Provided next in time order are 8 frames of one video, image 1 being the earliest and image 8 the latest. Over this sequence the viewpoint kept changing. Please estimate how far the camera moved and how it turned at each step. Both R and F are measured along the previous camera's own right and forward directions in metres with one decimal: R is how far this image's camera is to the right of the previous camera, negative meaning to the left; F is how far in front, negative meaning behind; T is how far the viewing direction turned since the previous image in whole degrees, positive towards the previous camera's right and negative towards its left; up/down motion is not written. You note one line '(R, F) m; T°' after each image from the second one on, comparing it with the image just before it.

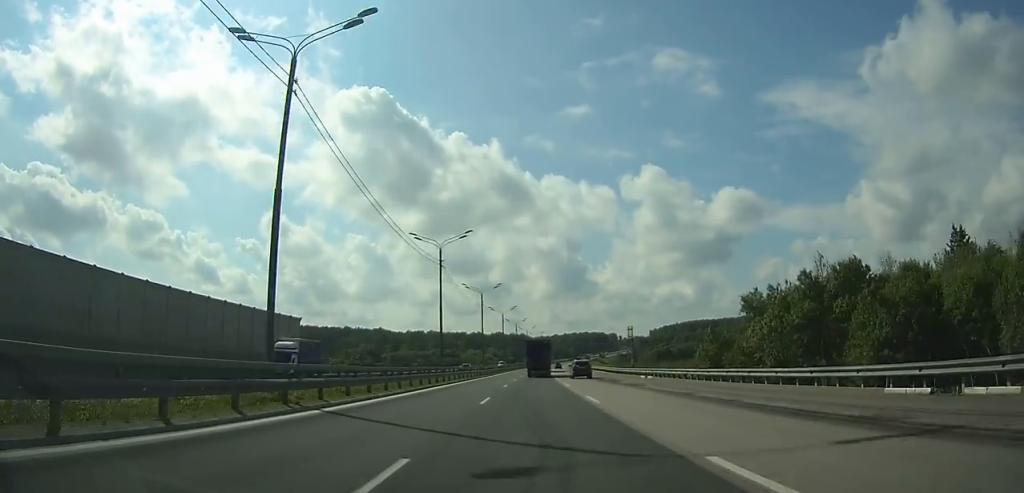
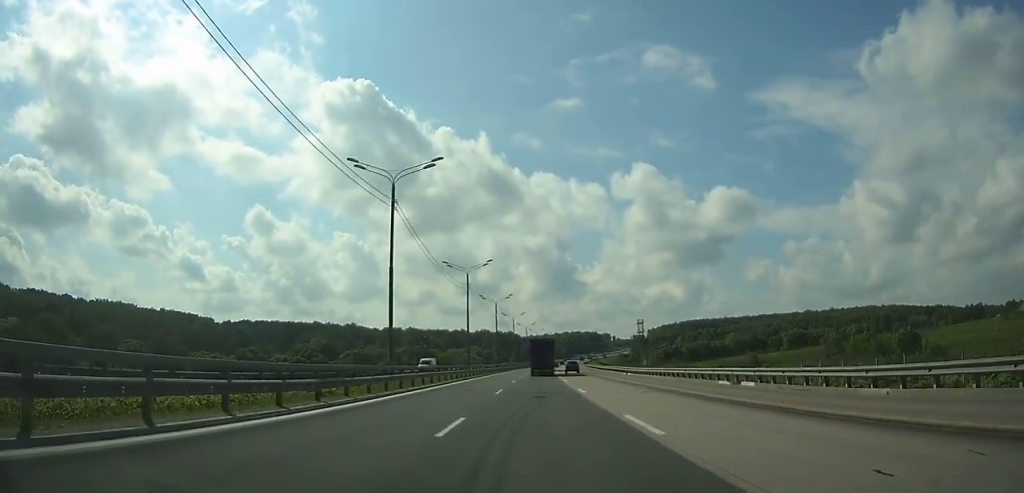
(+0.7, +57.8) m; +1°
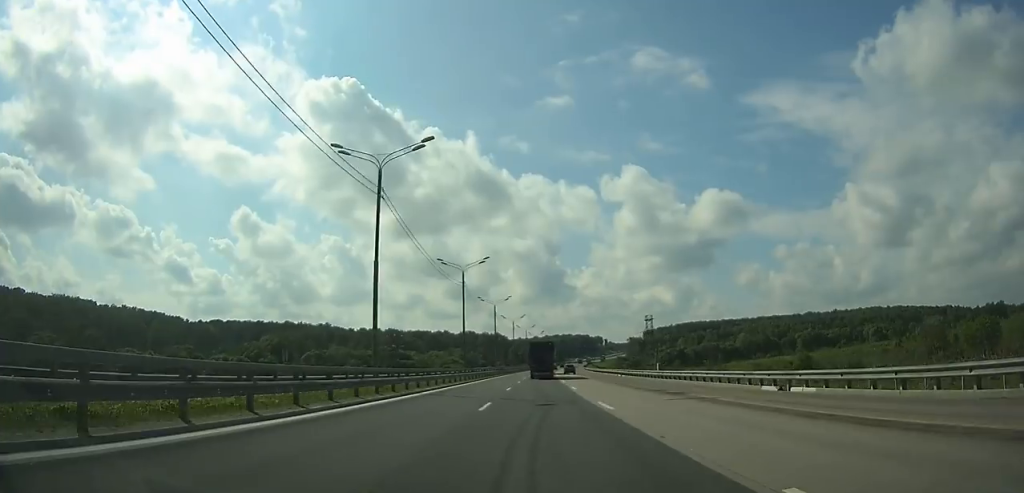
(+0.3, +41.0) m; +1°
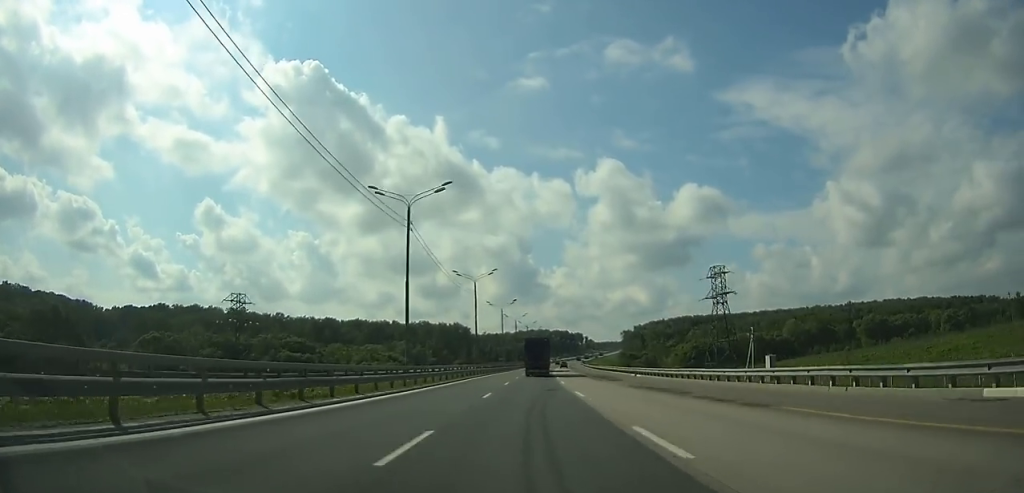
(+2.8, +106.6) m; +3°
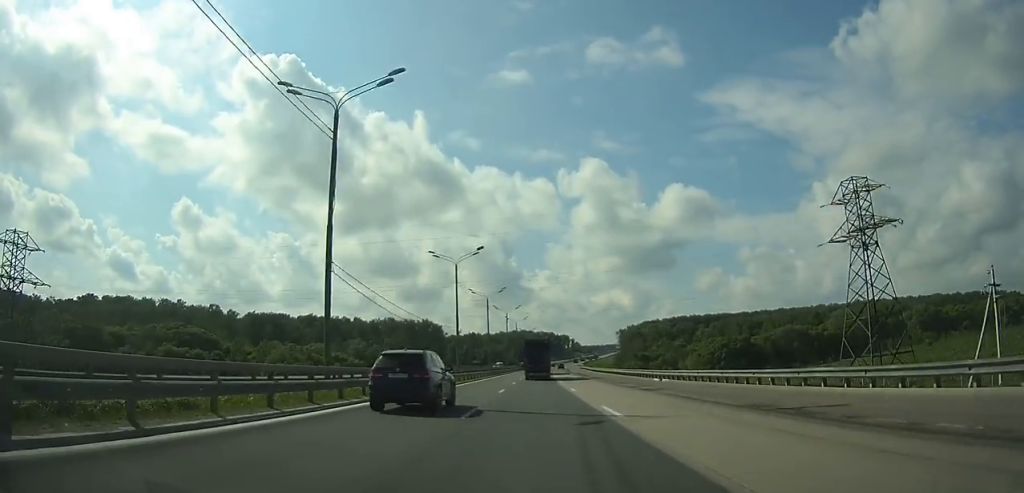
(+0.7, +55.8) m; +1°
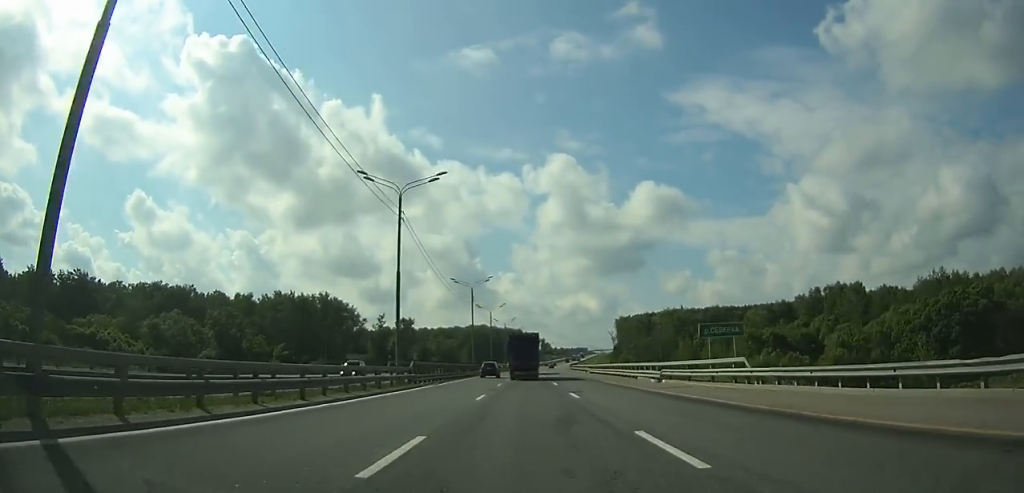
(+2.8, +118.5) m; +3°
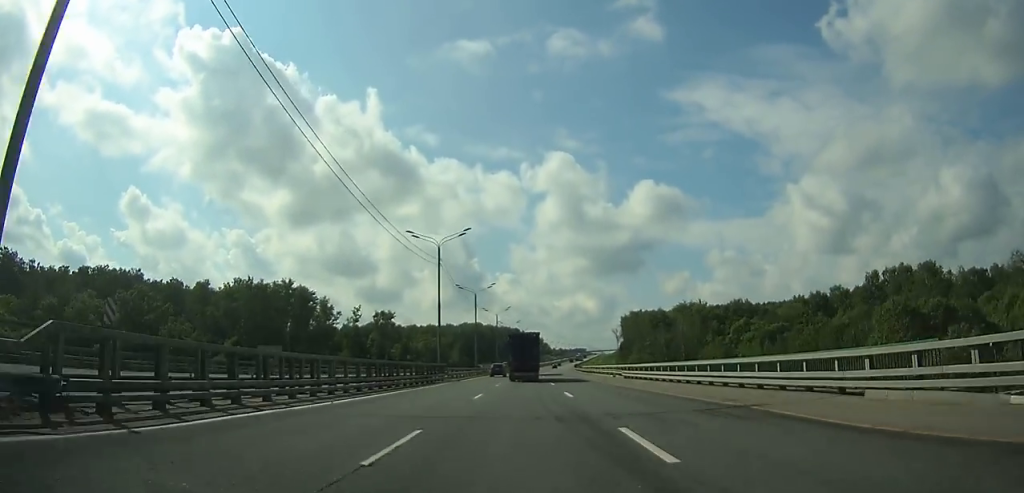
(+0.3, +31.2) m; +1°
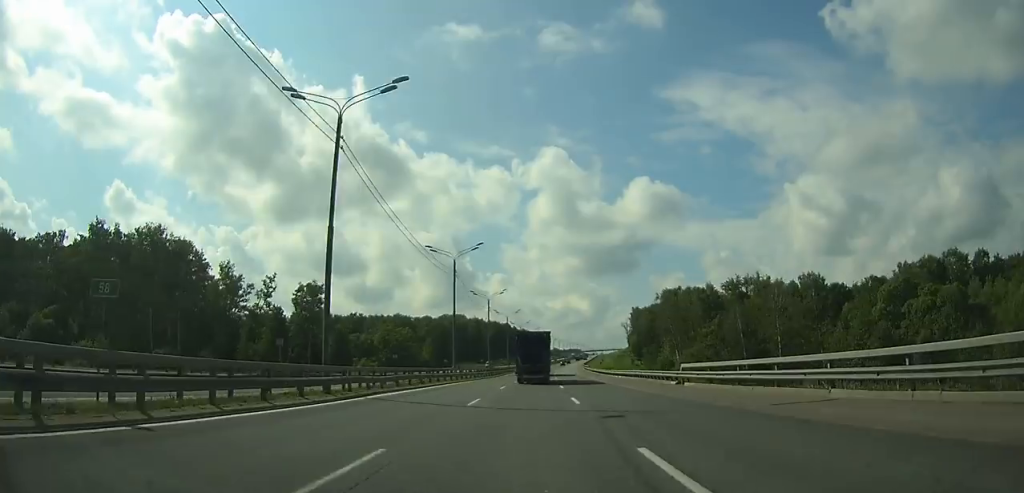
(+0.7, +67.0) m; +1°
